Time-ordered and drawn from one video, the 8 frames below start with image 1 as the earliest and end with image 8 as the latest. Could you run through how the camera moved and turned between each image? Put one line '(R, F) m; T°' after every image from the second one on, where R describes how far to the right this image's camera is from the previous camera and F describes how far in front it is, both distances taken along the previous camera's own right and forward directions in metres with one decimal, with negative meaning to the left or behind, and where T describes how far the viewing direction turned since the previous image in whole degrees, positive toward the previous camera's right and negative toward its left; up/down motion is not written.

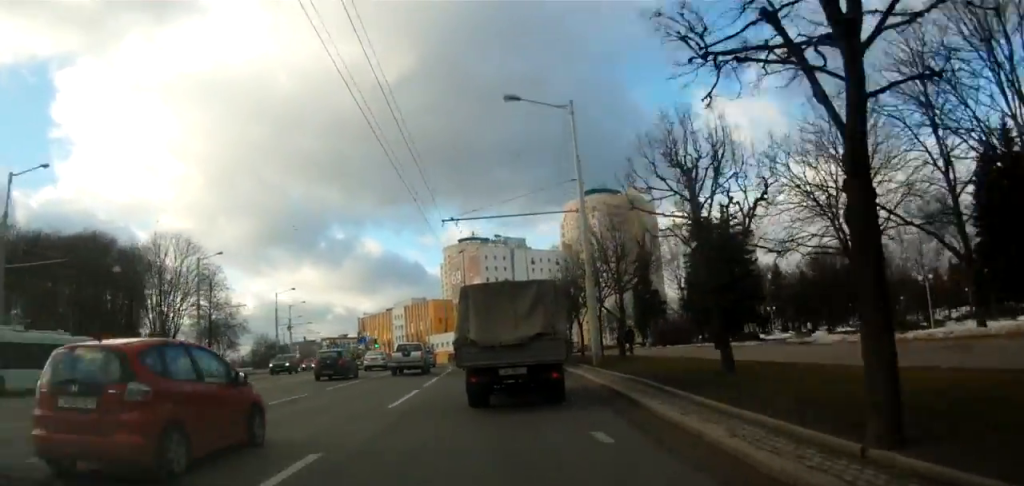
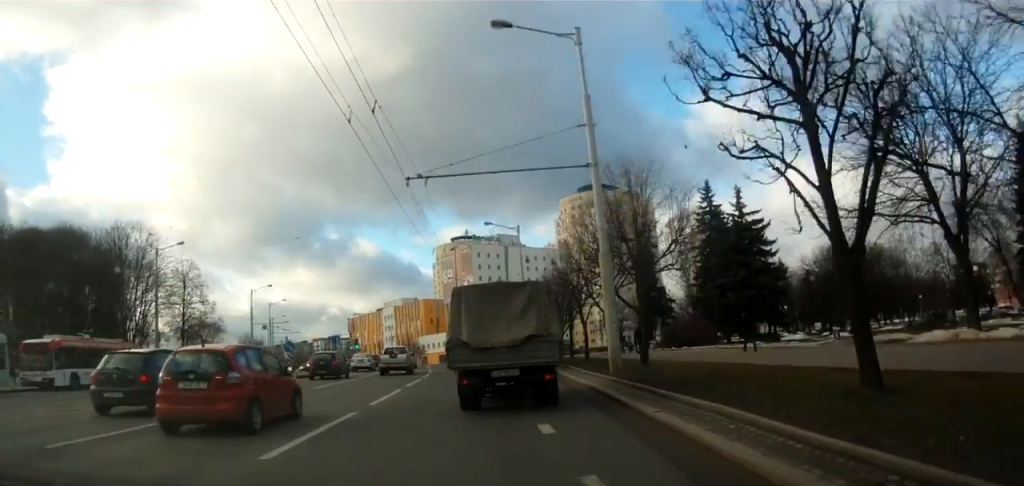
(+0.1, +6.5) m; -2°
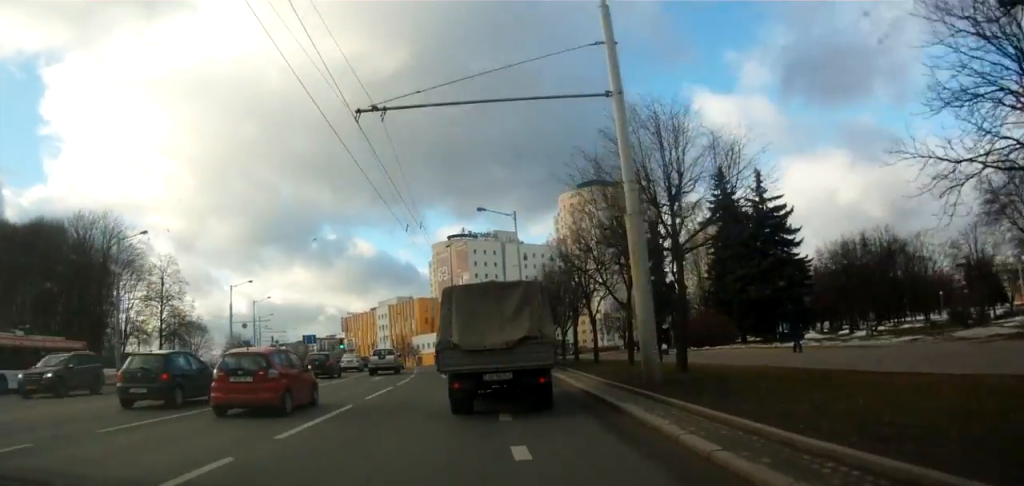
(-0.2, +5.6) m; 0°
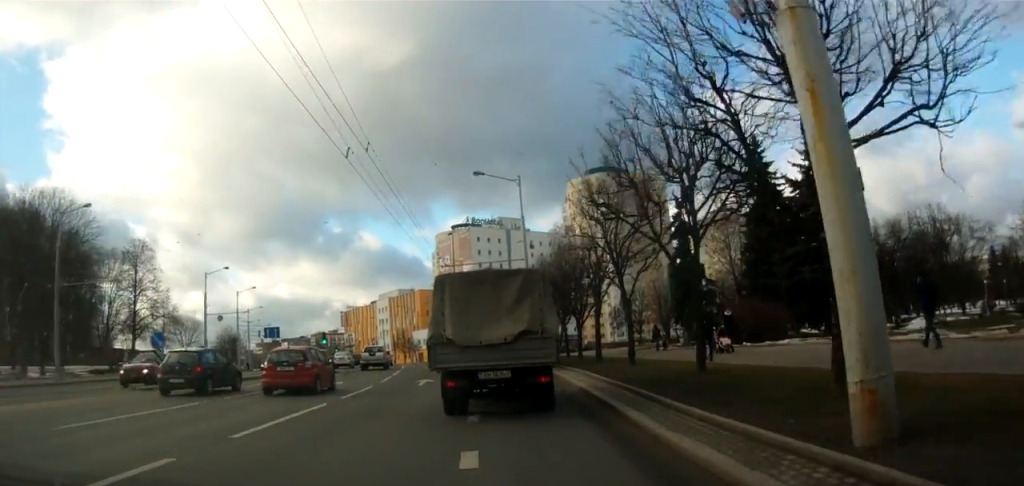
(-0.1, +8.5) m; 0°
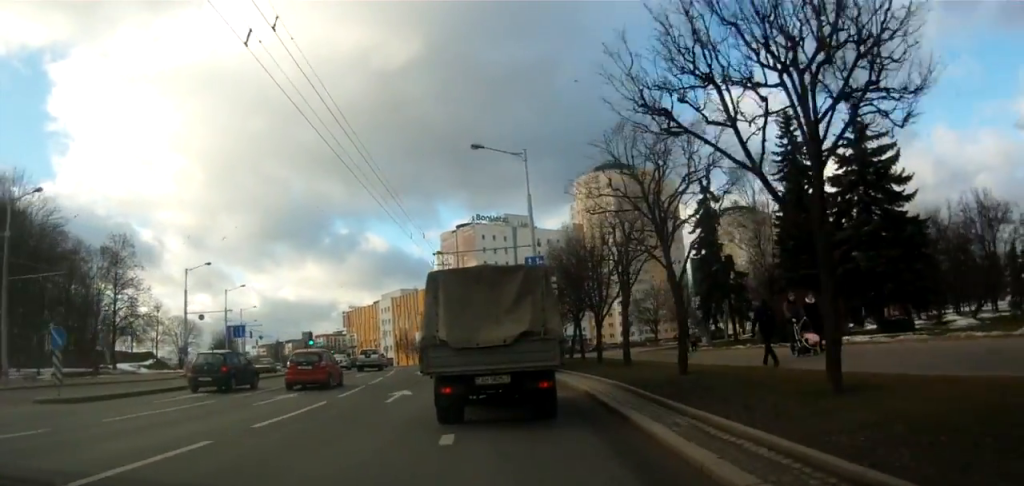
(+0.2, +5.7) m; +1°
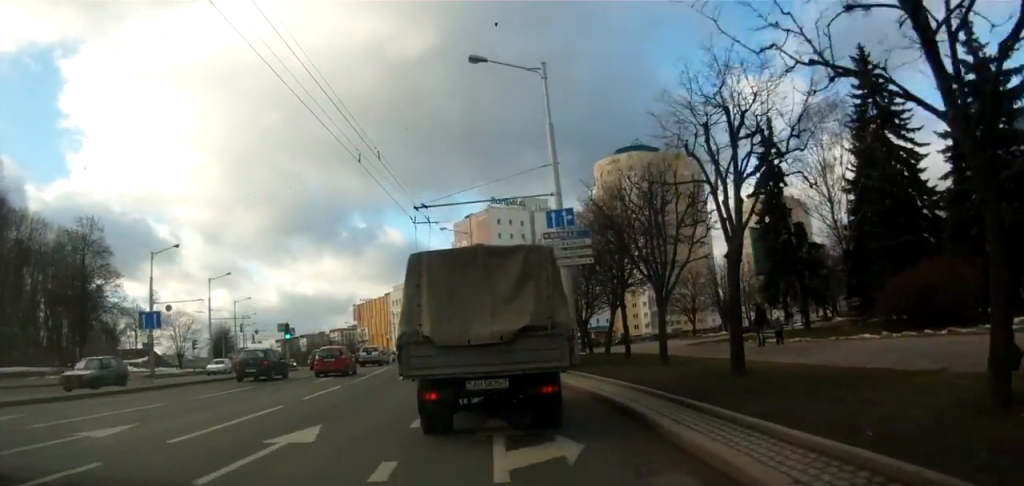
(-0.2, +9.8) m; +1°
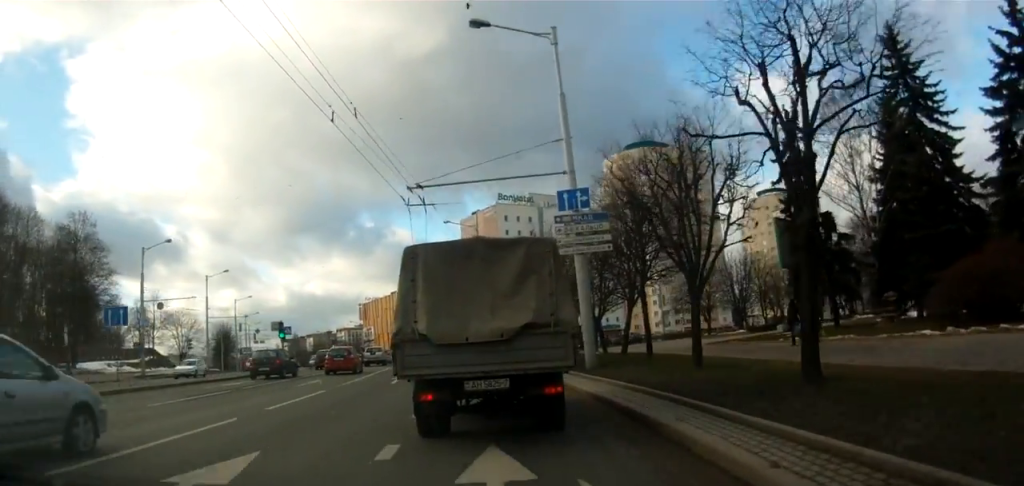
(+0.1, +3.0) m; 0°
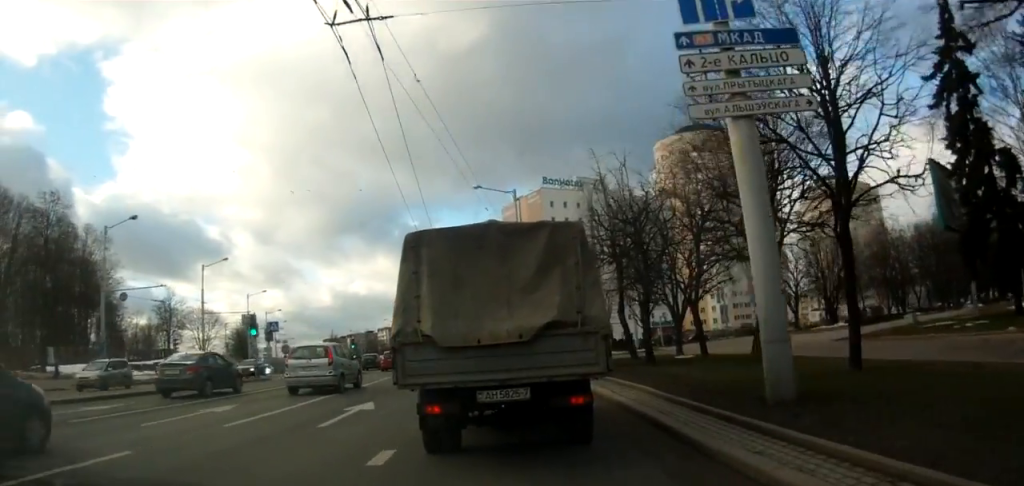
(-0.6, +11.8) m; -6°
